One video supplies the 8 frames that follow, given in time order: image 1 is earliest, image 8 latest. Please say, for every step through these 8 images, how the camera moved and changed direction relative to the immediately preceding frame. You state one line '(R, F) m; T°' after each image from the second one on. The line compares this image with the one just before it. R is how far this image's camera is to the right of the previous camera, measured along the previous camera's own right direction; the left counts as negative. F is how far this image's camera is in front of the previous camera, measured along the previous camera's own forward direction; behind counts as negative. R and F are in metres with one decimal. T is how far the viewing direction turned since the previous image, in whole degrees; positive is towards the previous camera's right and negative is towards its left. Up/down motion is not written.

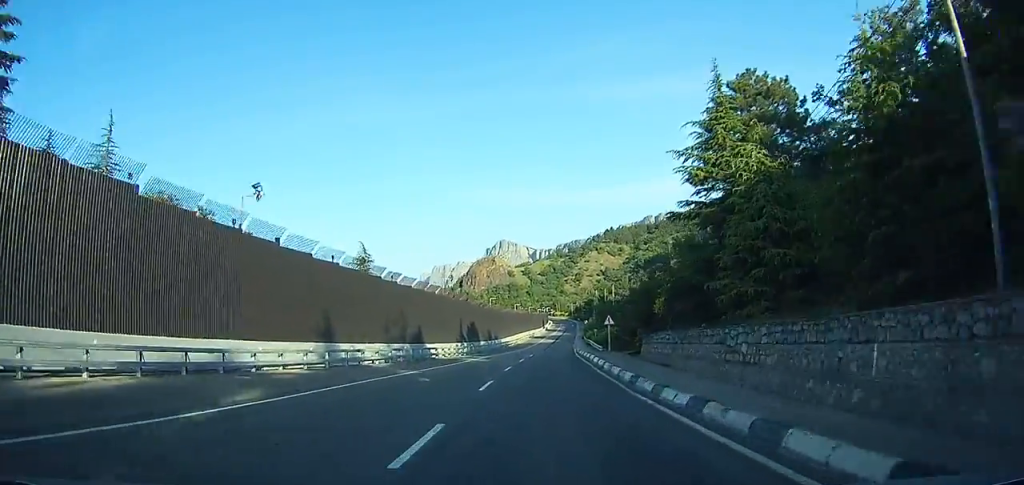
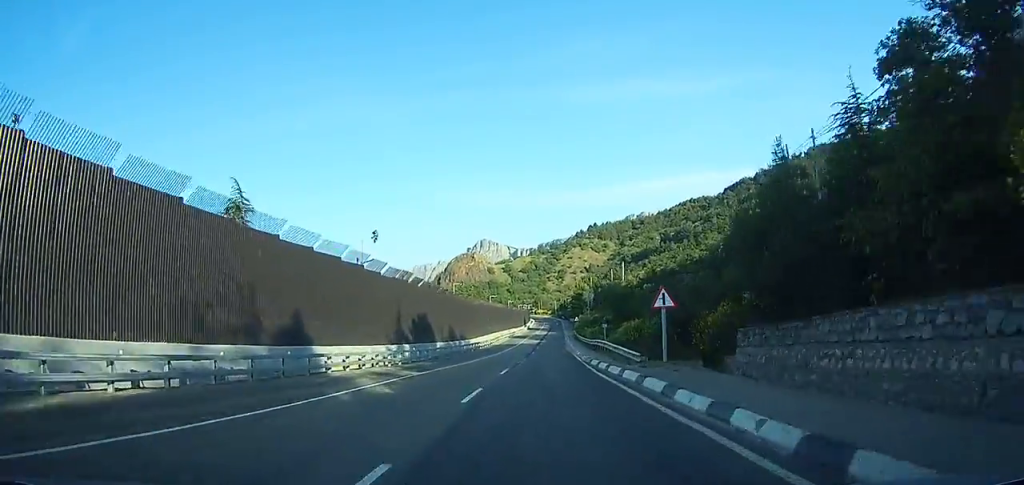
(+0.6, +23.5) m; +2°
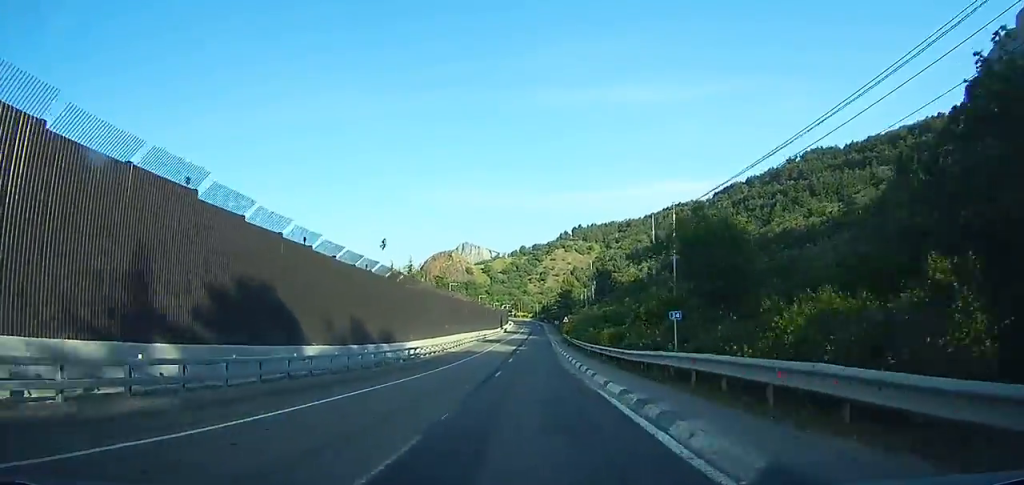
(+0.2, +27.1) m; 0°
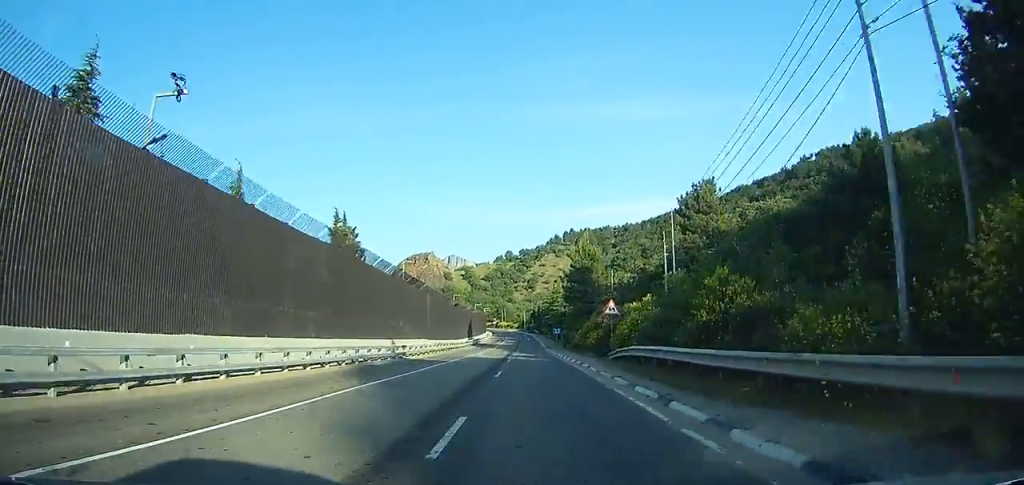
(-0.8, +56.4) m; -1°
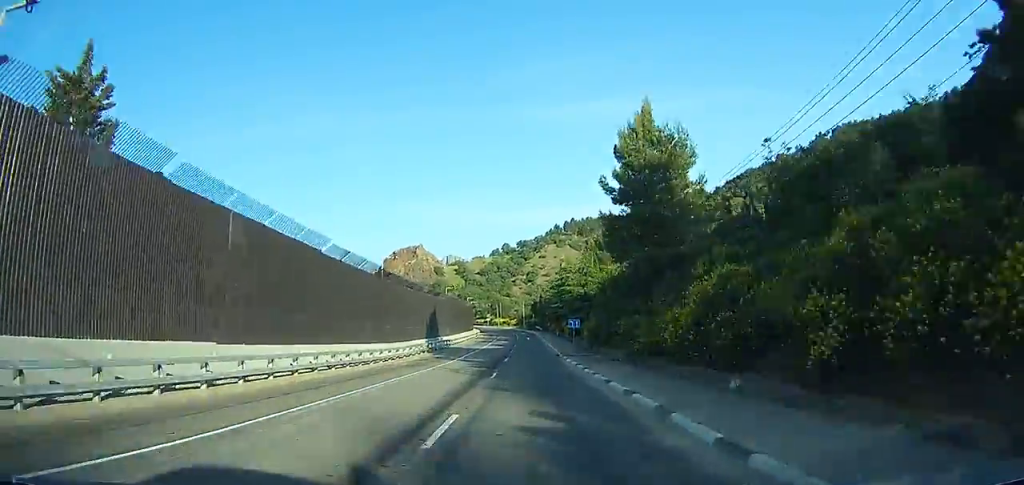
(+0.2, +37.4) m; 0°
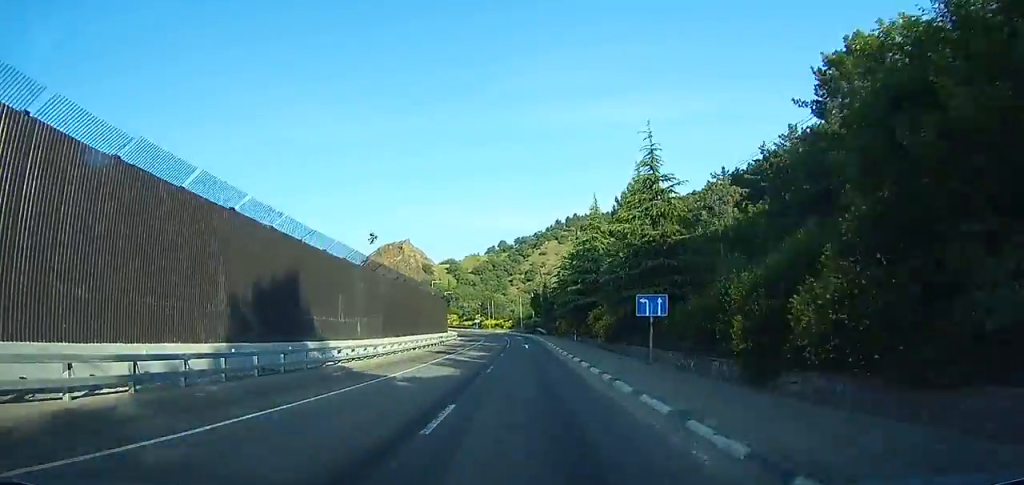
(-0.3, +34.5) m; 0°
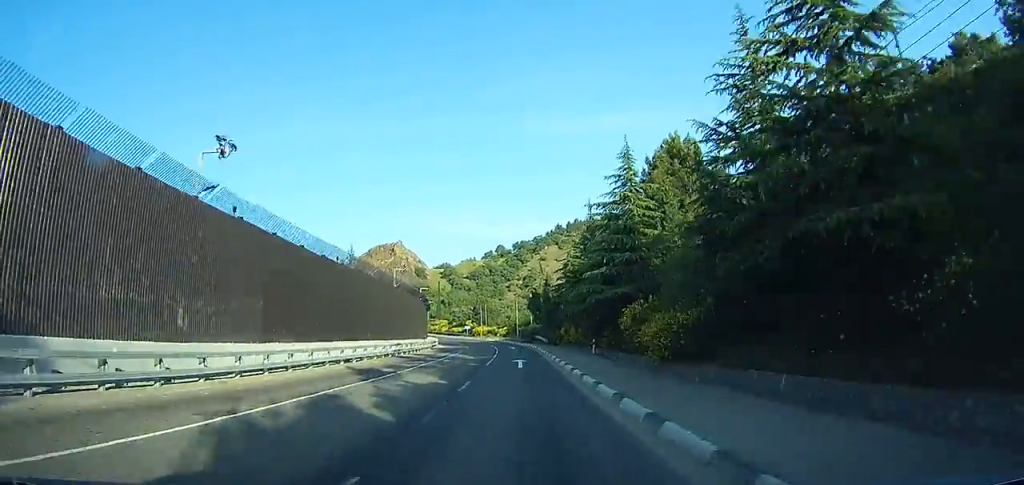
(+0.1, +16.3) m; 0°
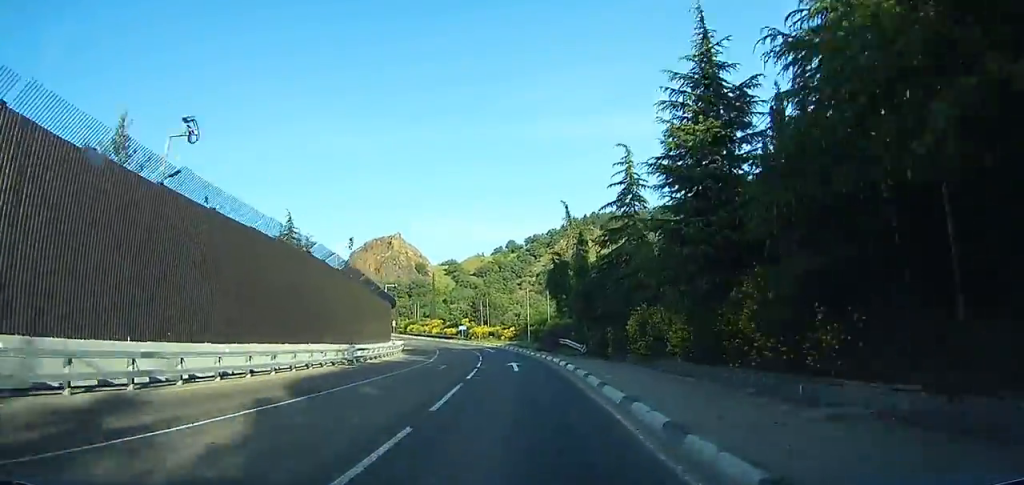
(-0.2, +31.3) m; -1°
